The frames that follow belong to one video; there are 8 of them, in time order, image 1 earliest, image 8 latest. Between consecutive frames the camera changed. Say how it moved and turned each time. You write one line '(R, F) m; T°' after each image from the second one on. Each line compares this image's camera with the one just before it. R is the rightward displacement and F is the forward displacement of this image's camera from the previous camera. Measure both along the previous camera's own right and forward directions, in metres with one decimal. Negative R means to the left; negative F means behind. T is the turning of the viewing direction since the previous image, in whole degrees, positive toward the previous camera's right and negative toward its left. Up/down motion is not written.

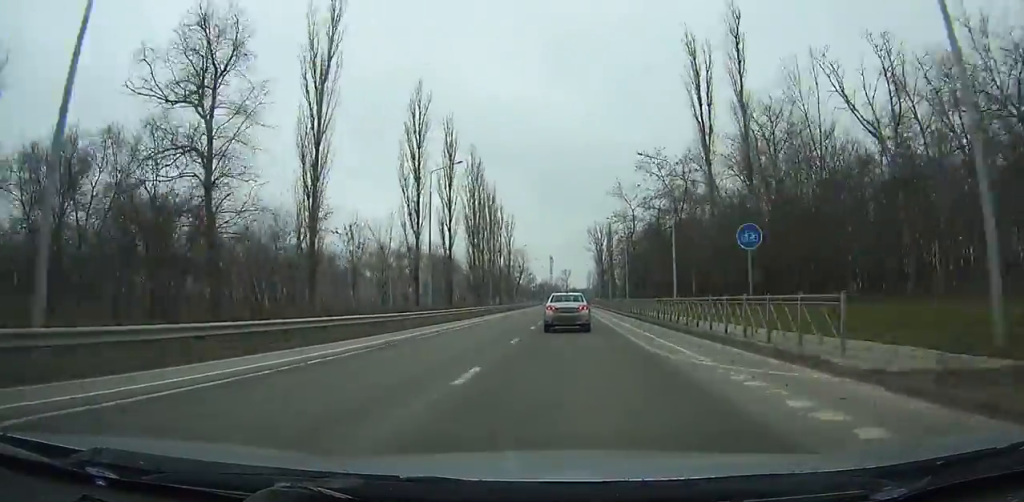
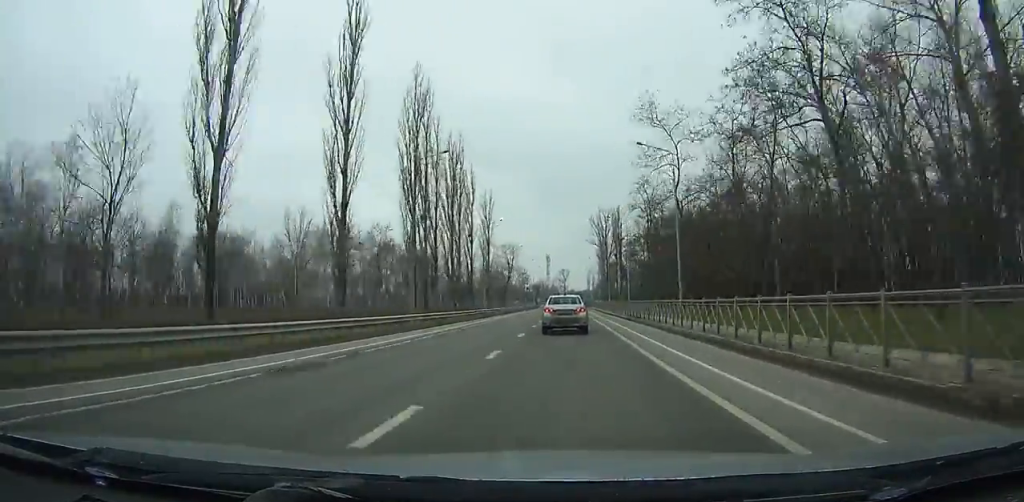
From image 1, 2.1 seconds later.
(-0.1, +36.5) m; 0°
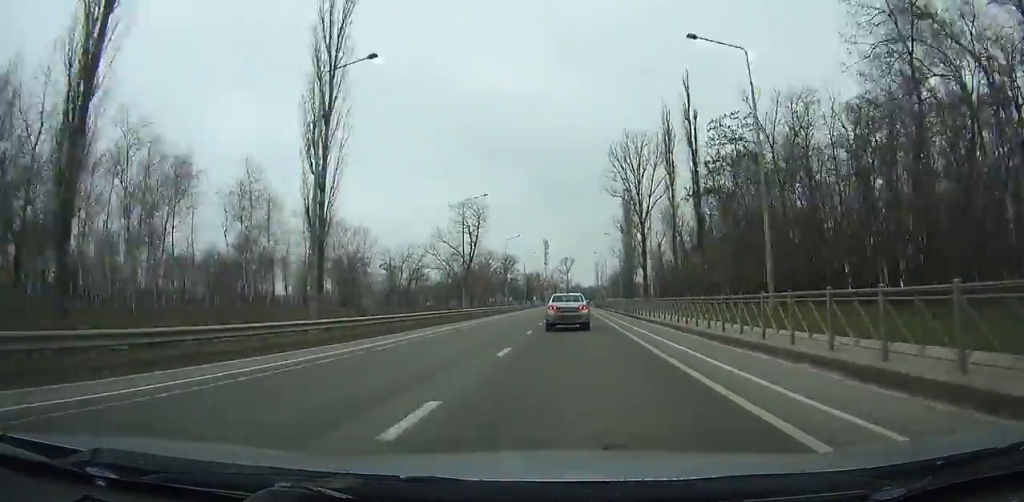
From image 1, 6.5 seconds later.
(+0.5, +79.4) m; +1°
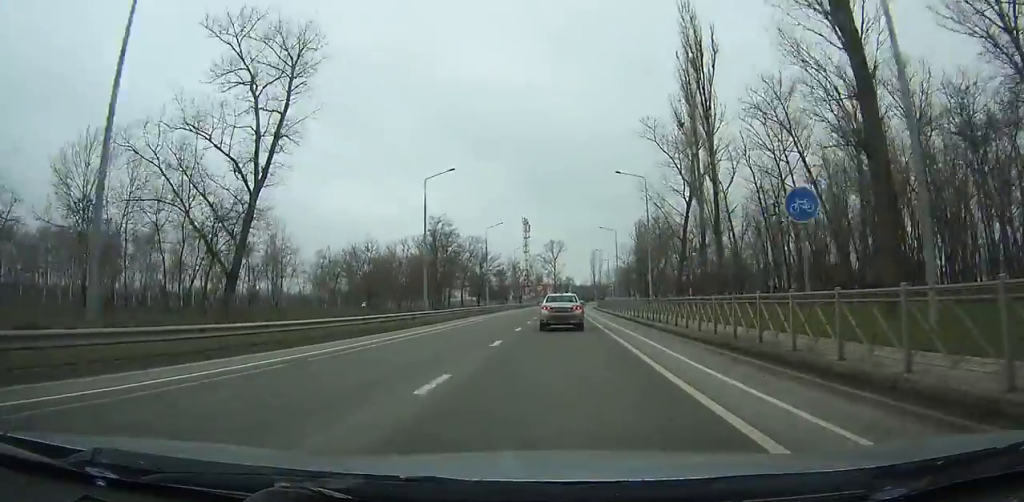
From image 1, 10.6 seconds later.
(+0.1, +75.7) m; 0°
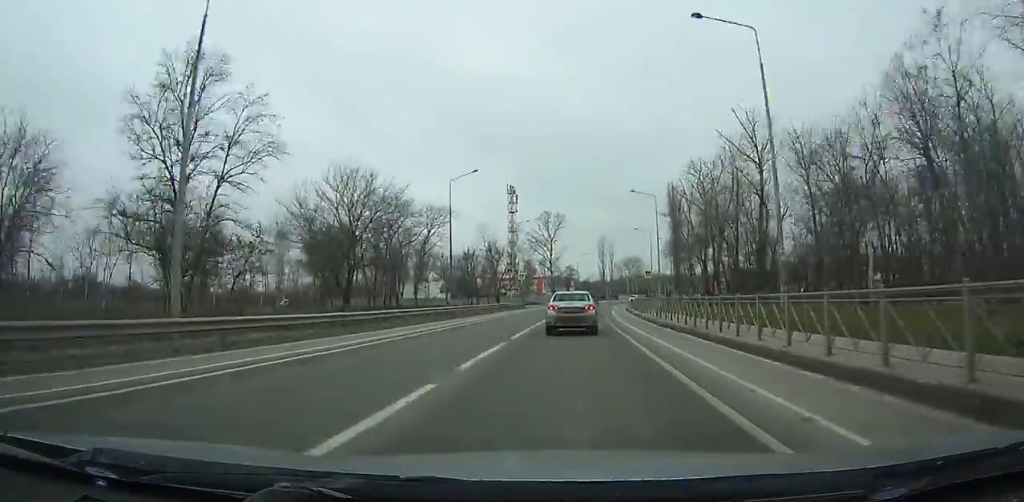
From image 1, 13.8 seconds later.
(-0.2, +58.6) m; +1°
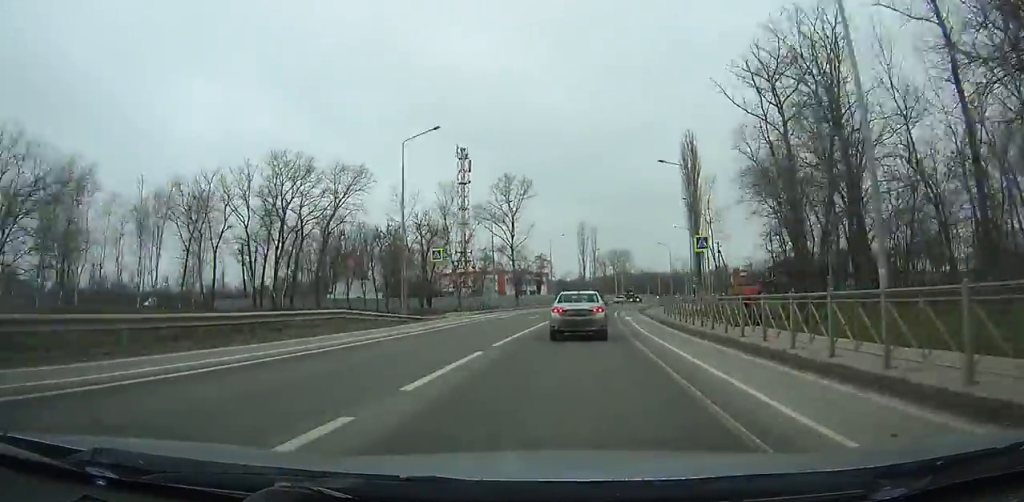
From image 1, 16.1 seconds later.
(0.0, +41.2) m; +3°
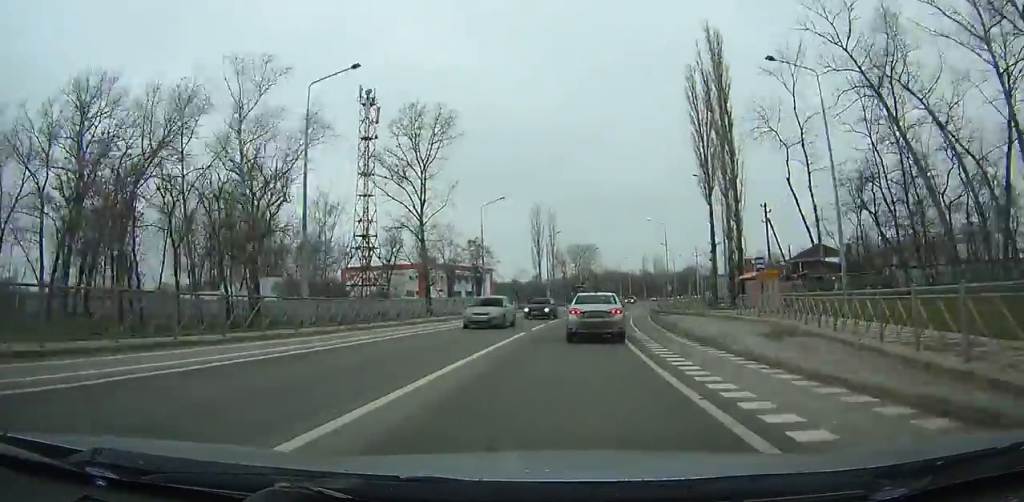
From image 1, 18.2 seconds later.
(+2.2, +36.6) m; +5°
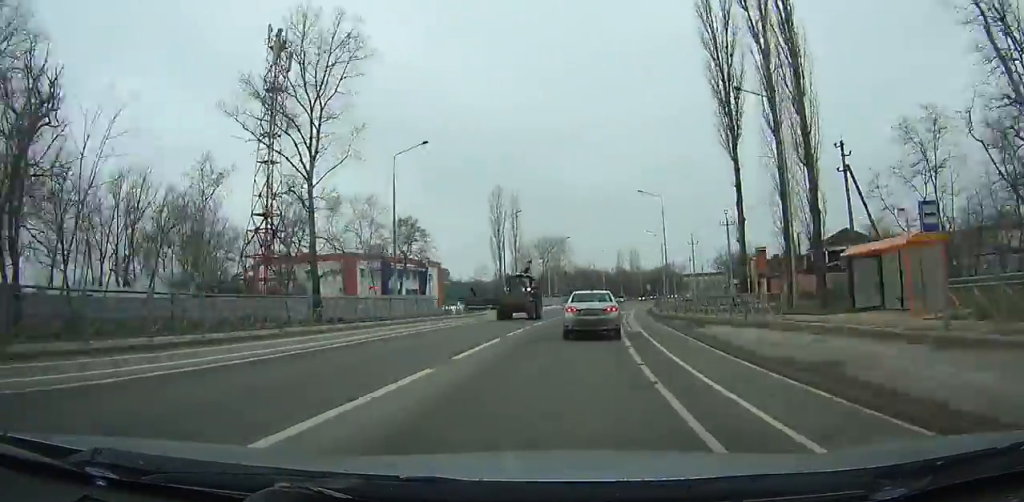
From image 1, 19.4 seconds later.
(0.0, +20.9) m; +3°
